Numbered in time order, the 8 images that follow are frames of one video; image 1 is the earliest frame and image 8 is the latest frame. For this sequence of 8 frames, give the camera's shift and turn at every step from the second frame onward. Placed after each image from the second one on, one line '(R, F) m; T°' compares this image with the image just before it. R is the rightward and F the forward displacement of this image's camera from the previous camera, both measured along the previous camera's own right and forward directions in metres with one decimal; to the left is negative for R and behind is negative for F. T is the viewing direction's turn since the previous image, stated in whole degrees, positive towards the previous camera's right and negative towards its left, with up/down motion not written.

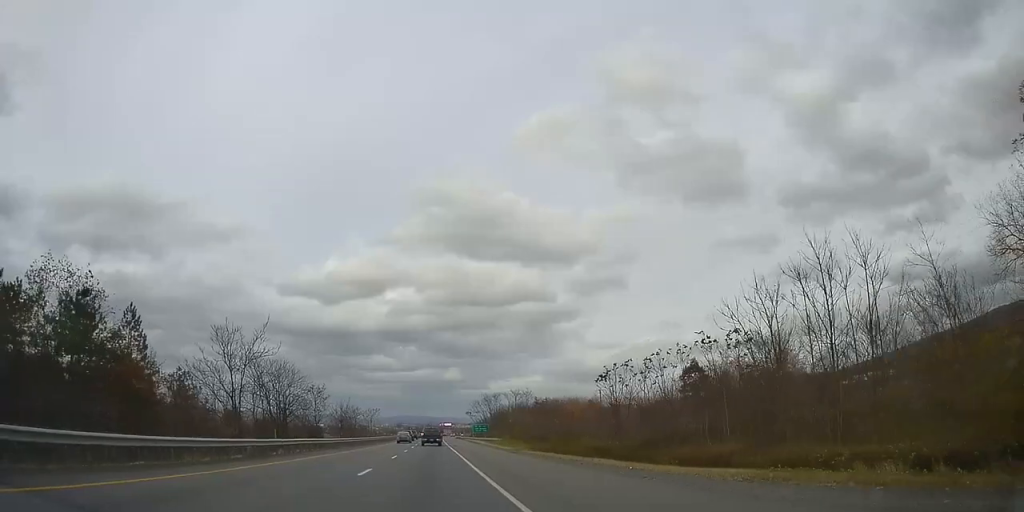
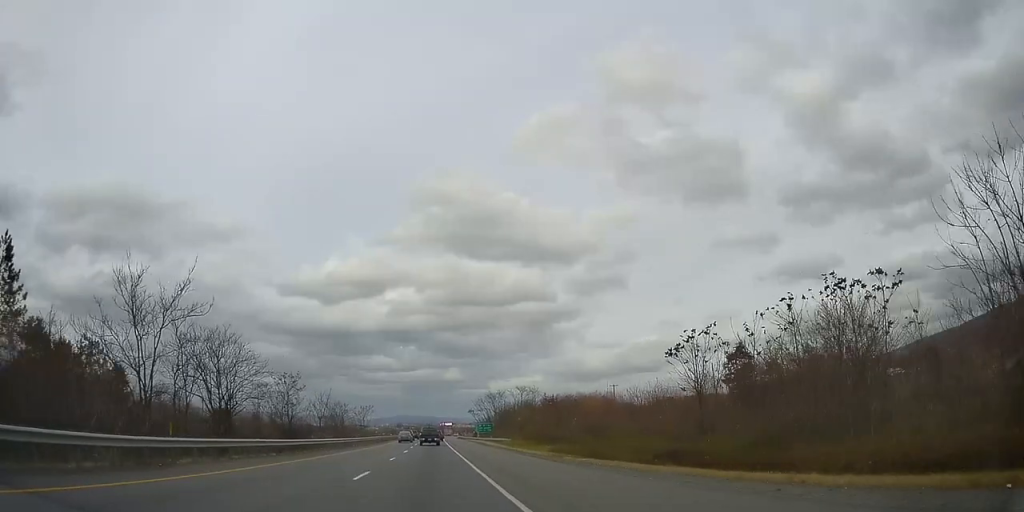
(+0.1, +13.3) m; 0°
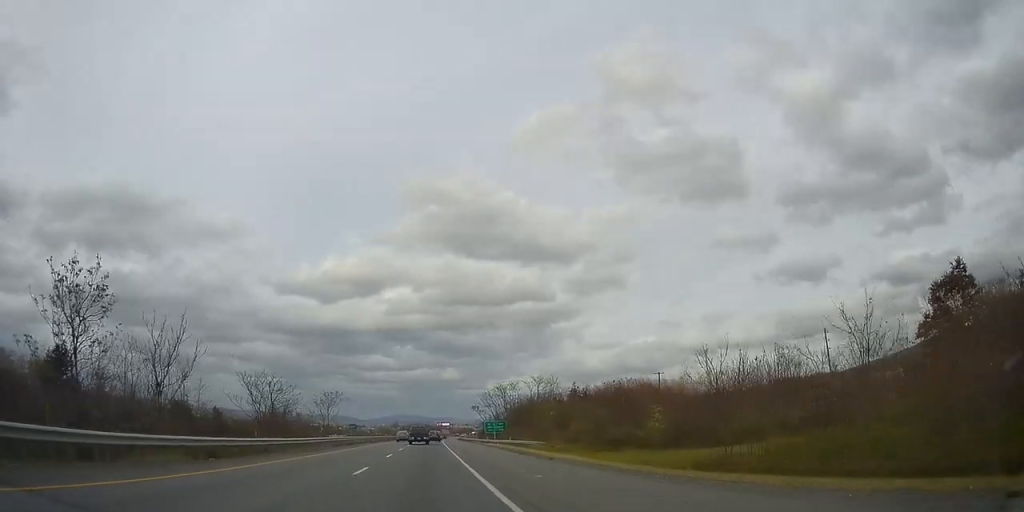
(-0.3, +35.1) m; -1°
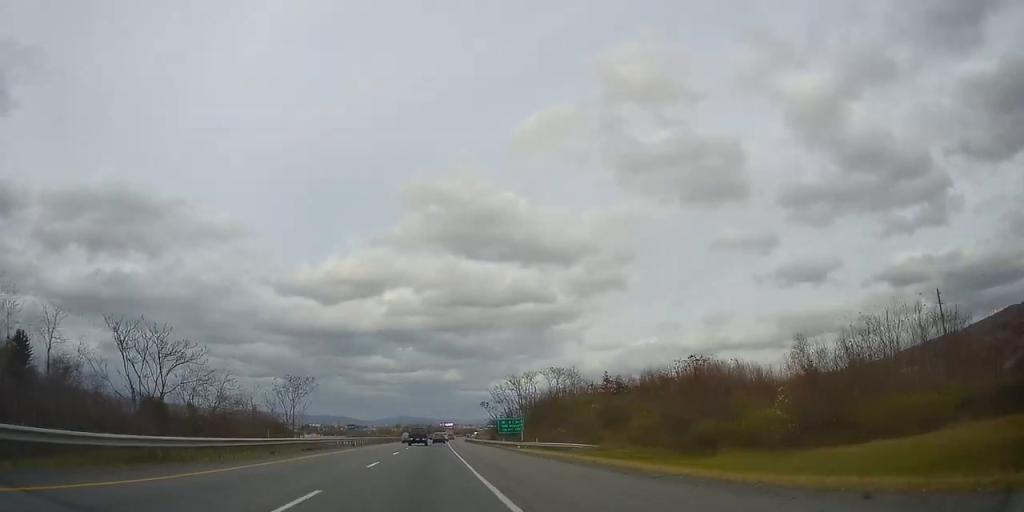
(-0.1, +20.8) m; 0°
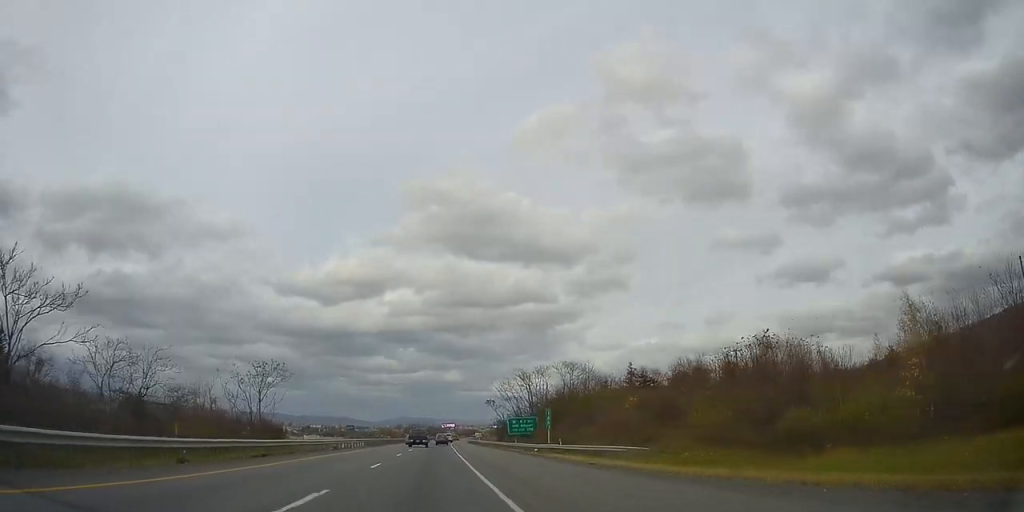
(+0.1, +11.8) m; 0°
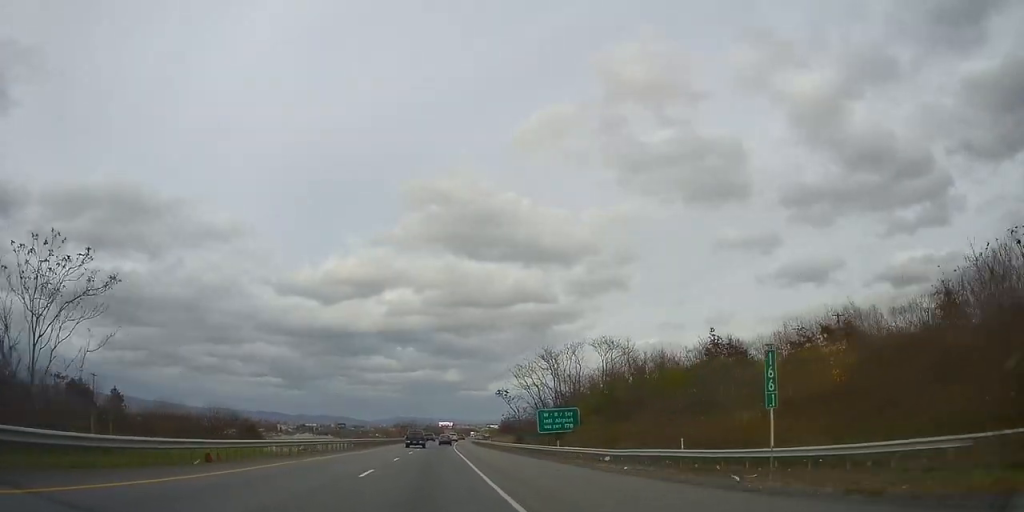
(+0.2, +28.2) m; 0°
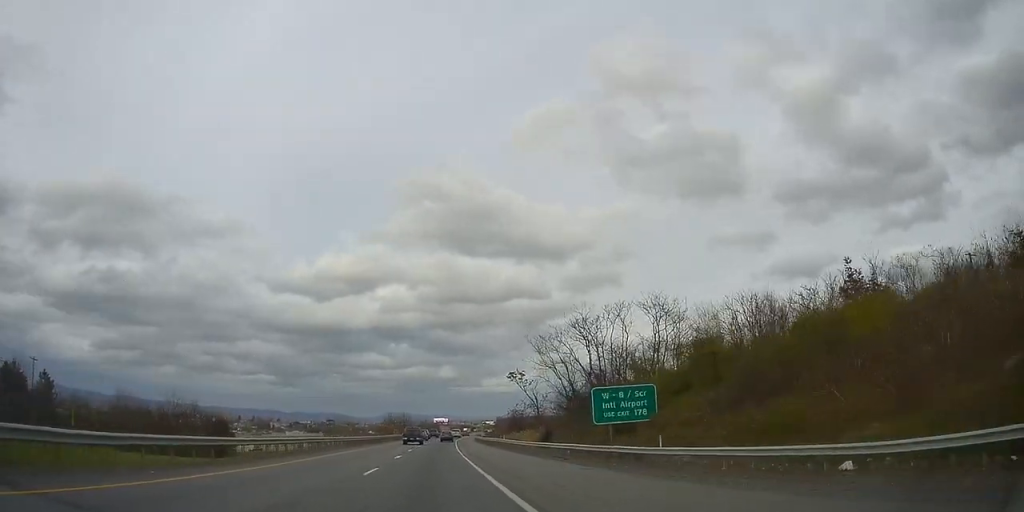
(-0.1, +23.8) m; 0°
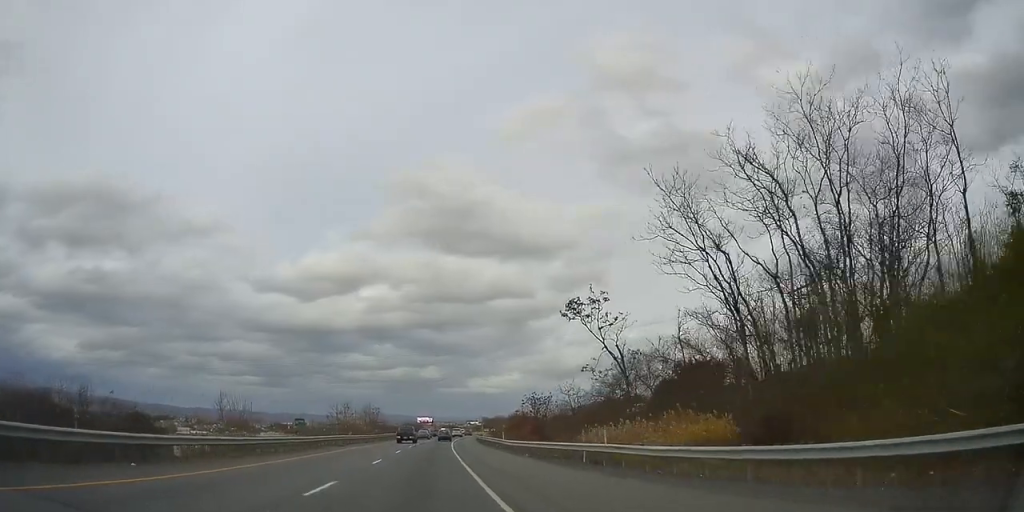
(+0.1, +43.3) m; 0°
